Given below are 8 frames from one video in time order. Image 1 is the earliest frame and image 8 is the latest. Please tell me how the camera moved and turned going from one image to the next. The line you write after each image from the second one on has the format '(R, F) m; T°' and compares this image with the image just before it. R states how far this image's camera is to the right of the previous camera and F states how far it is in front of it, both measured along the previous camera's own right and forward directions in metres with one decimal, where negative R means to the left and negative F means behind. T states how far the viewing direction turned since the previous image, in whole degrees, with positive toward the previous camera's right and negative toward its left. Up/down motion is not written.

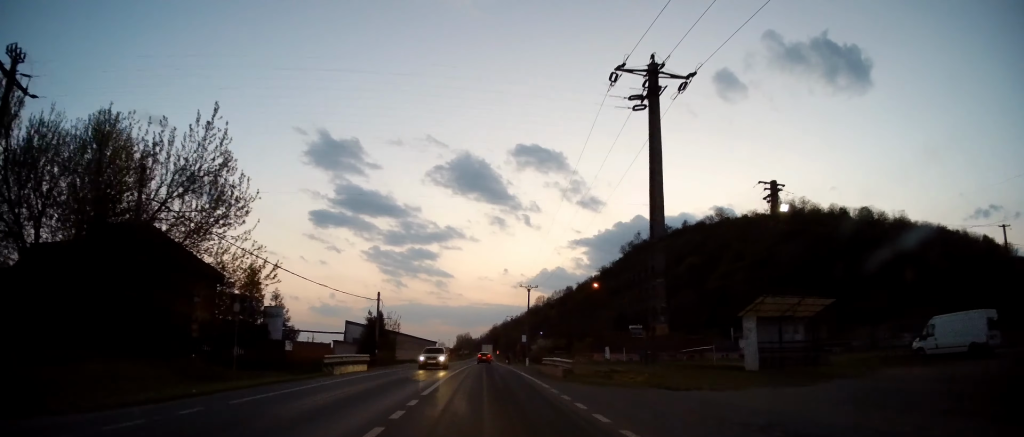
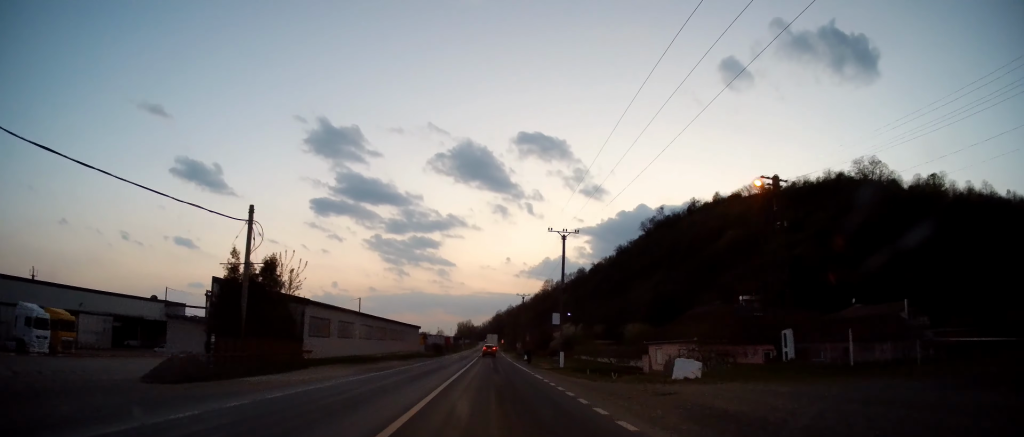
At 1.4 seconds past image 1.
(-0.5, +33.5) m; -1°
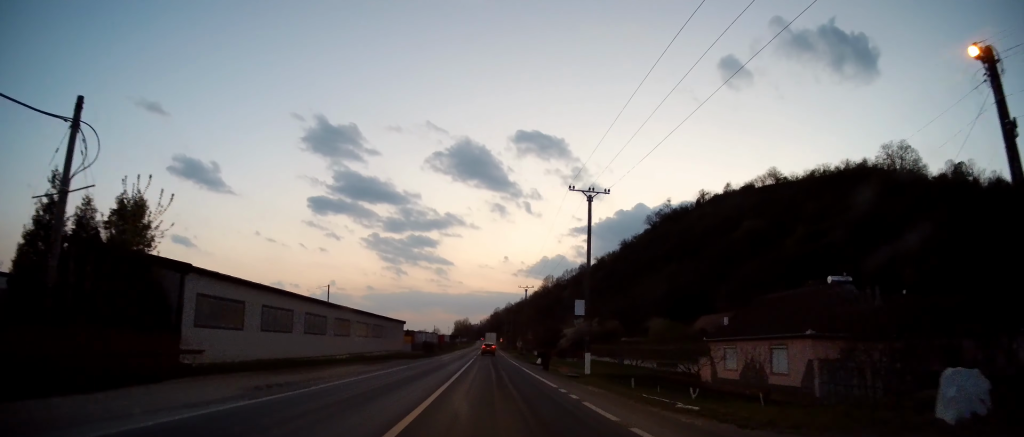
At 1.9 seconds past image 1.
(-0.3, +12.8) m; 0°
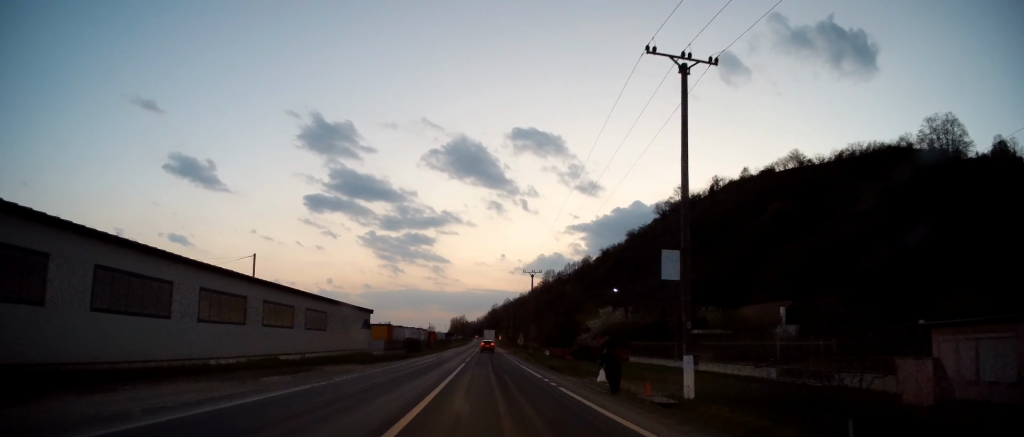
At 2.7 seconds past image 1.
(+0.4, +17.8) m; +1°
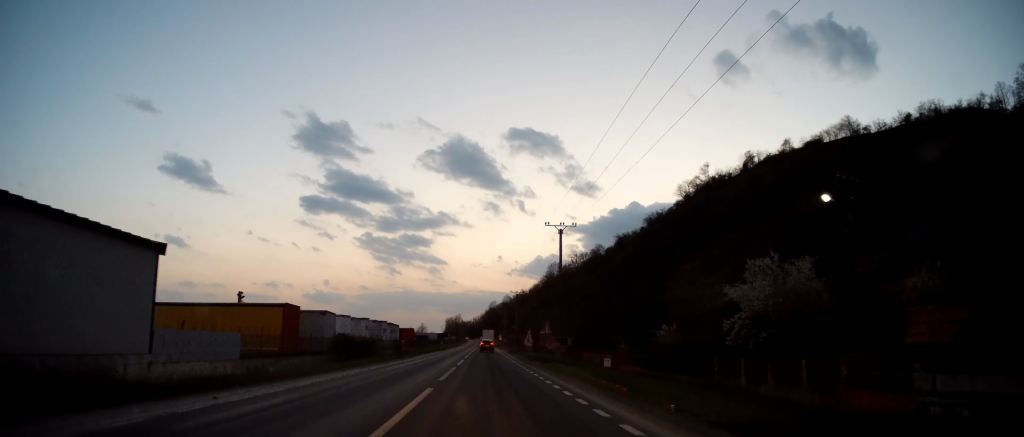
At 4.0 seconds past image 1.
(+0.1, +31.8) m; -1°
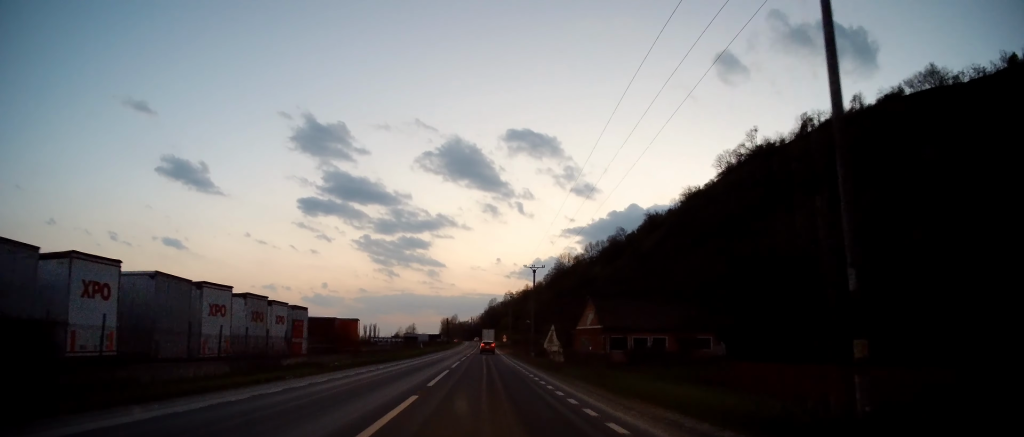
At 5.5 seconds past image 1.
(-0.2, +38.5) m; +1°
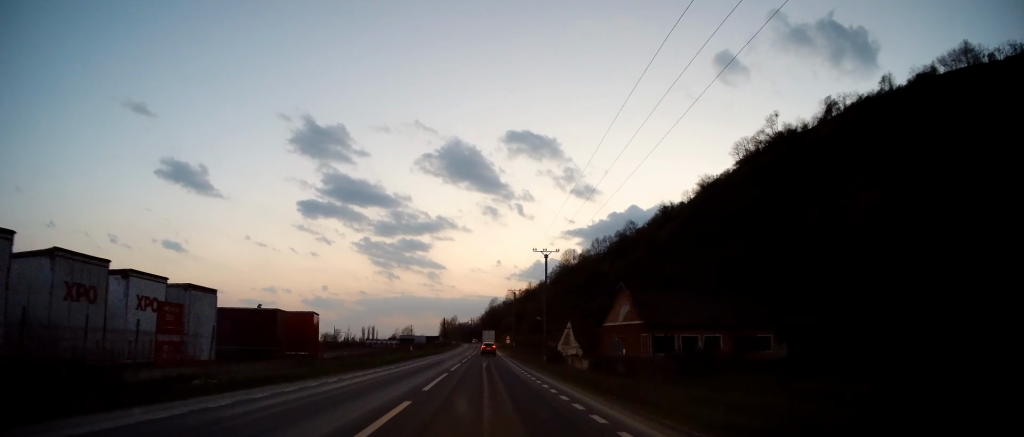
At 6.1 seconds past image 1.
(+0.1, +13.1) m; +1°
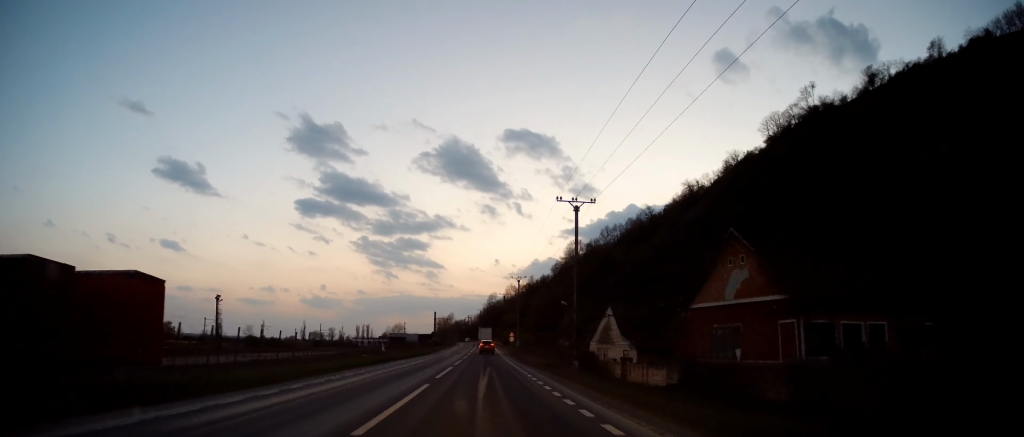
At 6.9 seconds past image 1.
(0.0, +19.5) m; 0°
